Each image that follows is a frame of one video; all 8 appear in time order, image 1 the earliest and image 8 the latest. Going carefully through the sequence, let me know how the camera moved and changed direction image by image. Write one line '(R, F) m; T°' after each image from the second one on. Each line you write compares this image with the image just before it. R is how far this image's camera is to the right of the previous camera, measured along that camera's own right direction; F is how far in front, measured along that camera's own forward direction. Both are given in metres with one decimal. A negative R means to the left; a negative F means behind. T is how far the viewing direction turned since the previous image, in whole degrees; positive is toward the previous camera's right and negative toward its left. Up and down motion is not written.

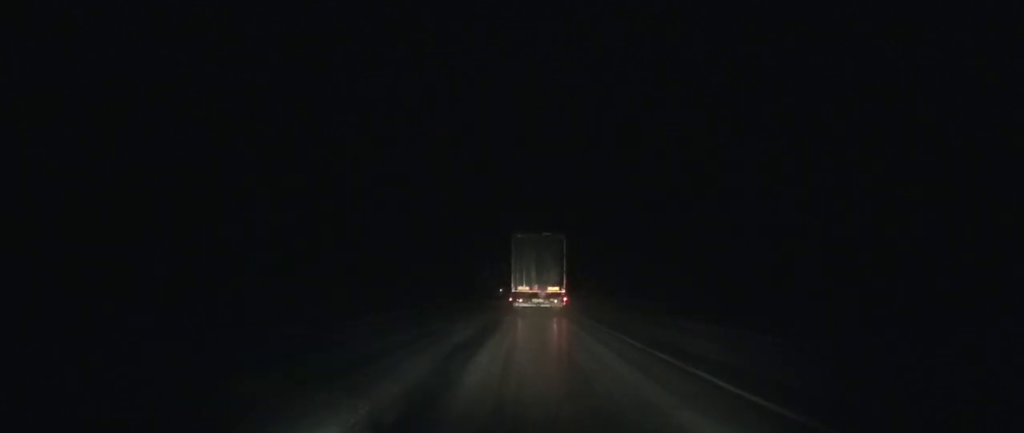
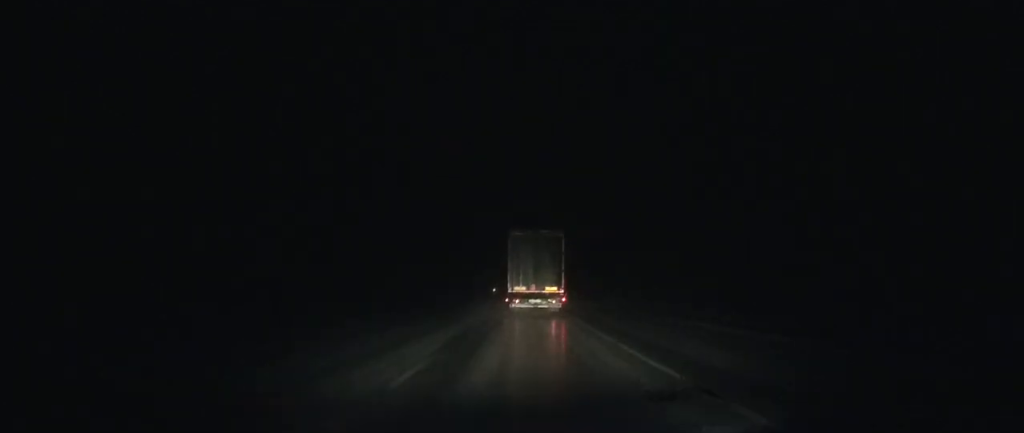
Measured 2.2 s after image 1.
(-0.1, +43.1) m; 0°
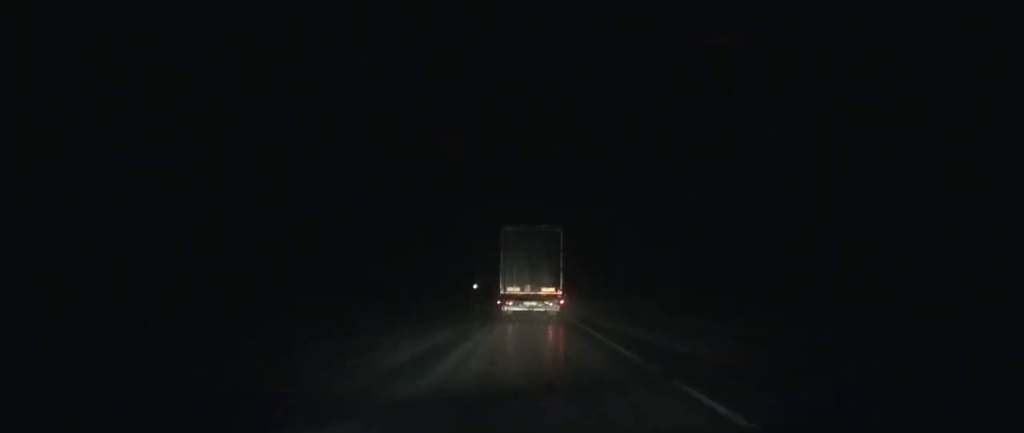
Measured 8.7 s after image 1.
(-1.5, +126.9) m; -1°
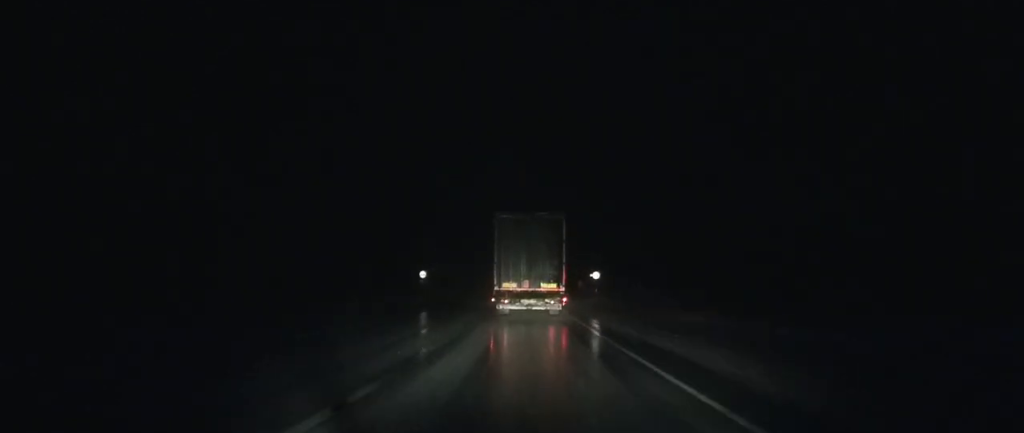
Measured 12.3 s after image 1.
(0.0, +65.8) m; 0°
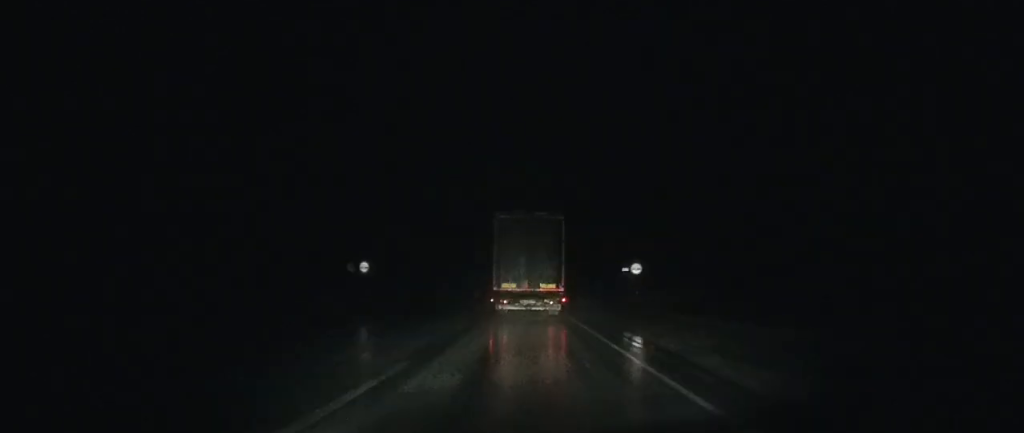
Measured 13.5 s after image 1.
(0.0, +21.2) m; 0°
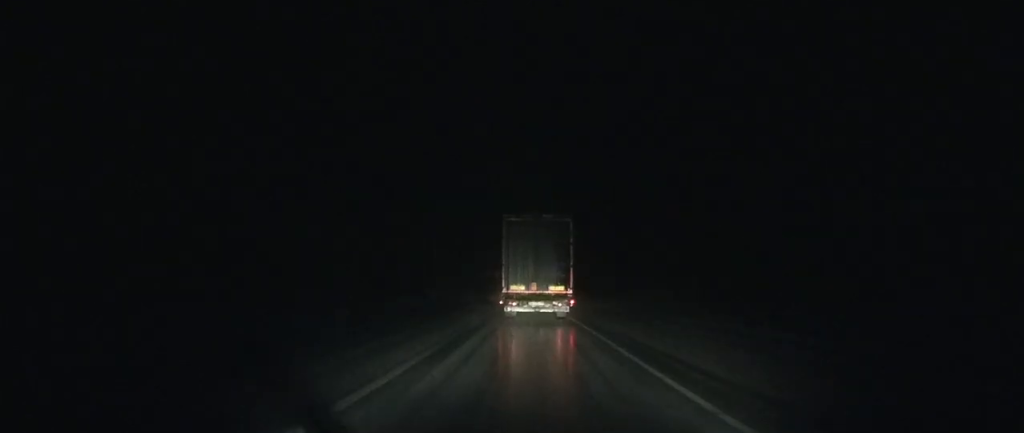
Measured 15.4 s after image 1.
(-0.2, +33.1) m; 0°
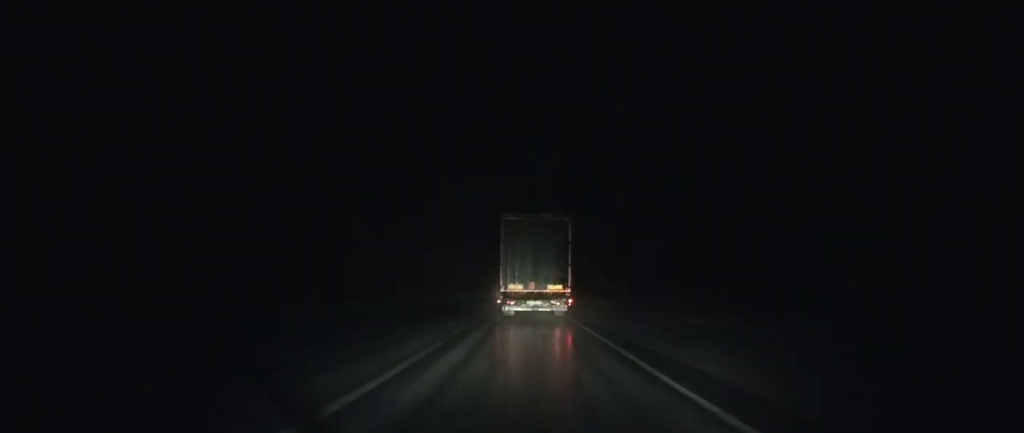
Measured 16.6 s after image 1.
(0.0, +21.4) m; 0°
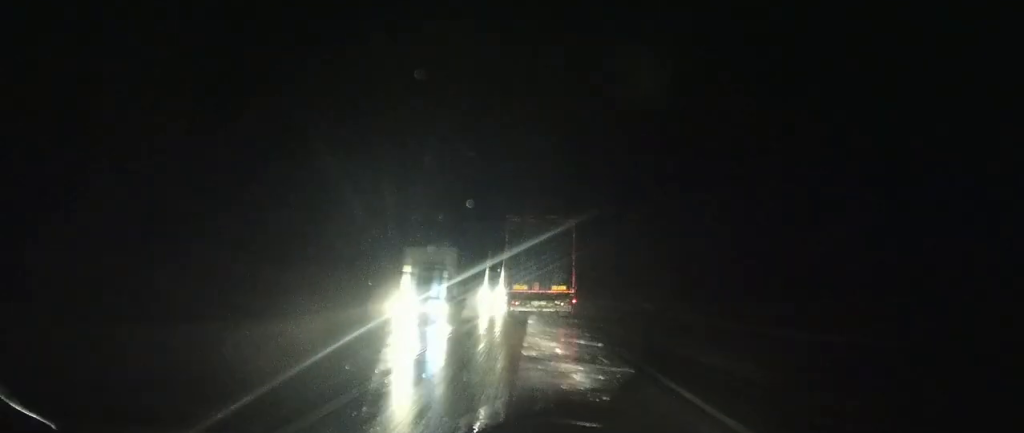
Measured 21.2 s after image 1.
(+0.1, +82.7) m; 0°
